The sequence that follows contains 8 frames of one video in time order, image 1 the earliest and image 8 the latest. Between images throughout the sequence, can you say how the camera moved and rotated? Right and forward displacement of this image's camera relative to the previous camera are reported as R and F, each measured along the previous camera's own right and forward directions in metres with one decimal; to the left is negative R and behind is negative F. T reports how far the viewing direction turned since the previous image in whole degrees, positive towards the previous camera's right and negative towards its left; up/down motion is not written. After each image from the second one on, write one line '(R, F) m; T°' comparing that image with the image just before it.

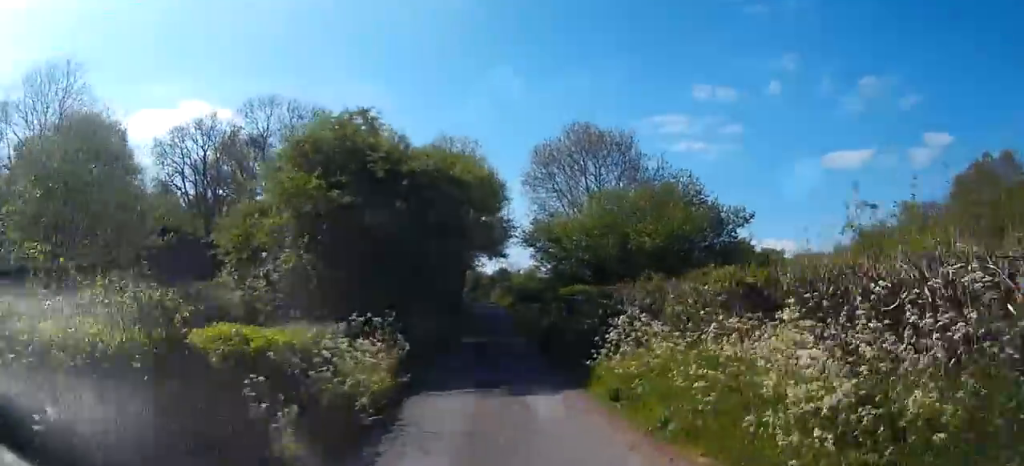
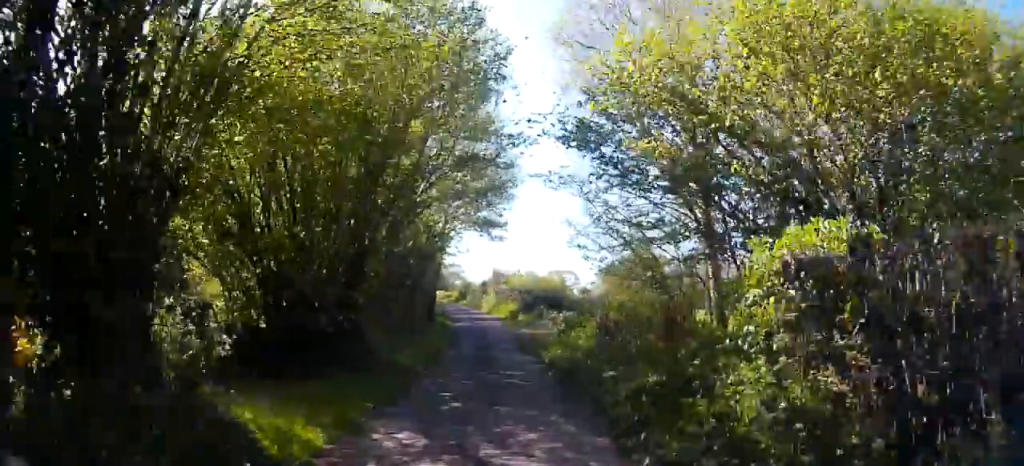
(+1.0, +18.8) m; +4°
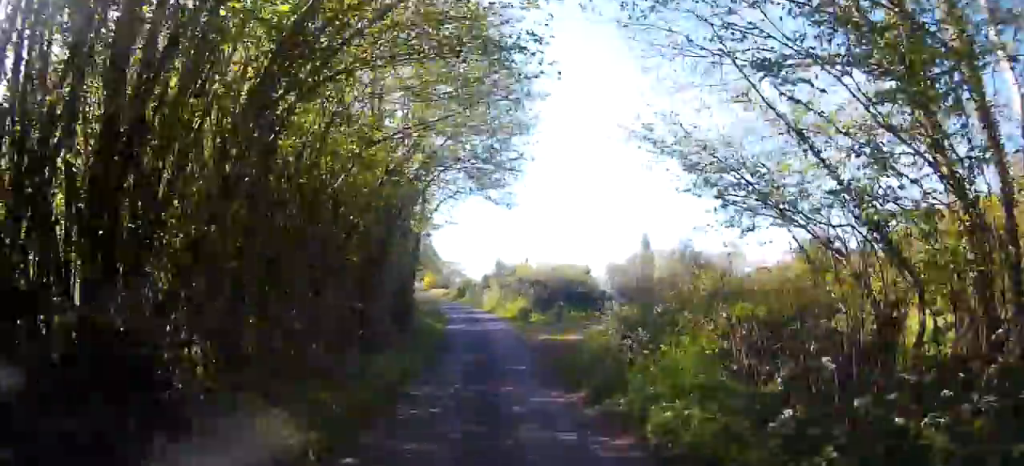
(0.0, +9.9) m; -3°
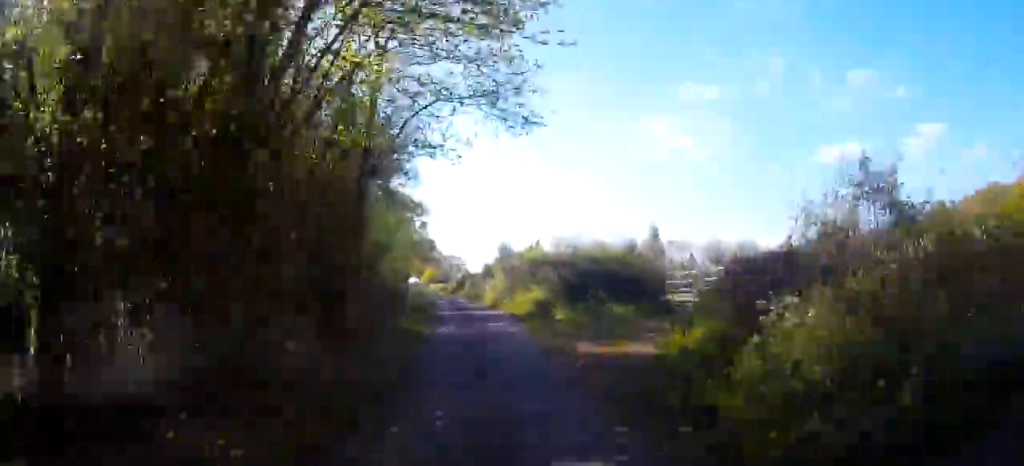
(-0.6, +9.4) m; -2°
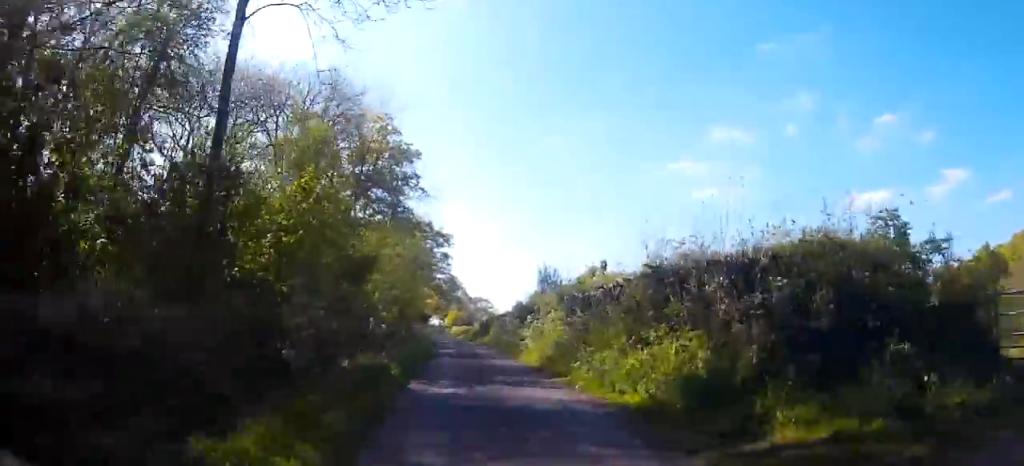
(+0.2, +14.2) m; -1°
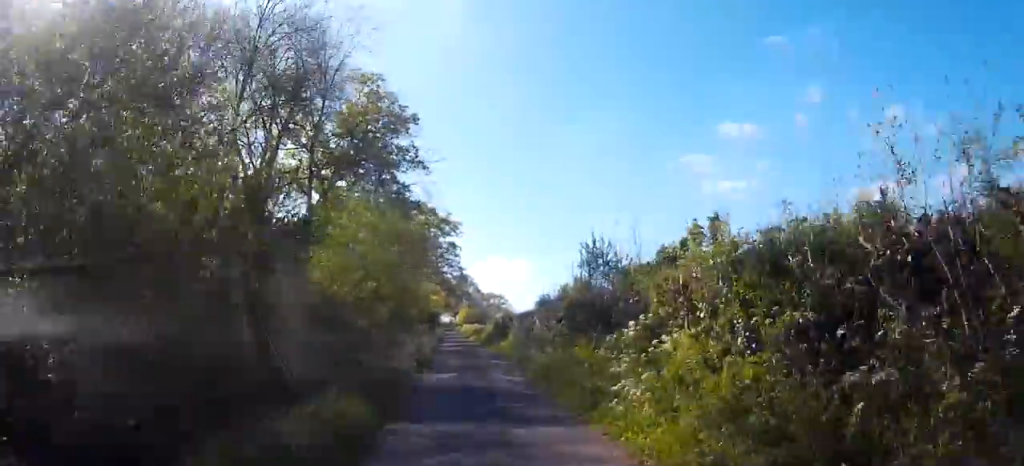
(-0.3, +11.5) m; -2°
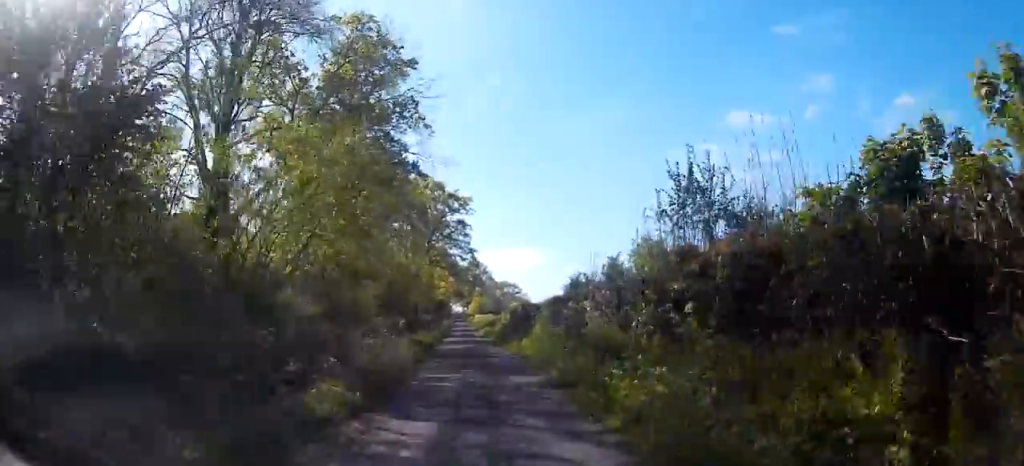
(-0.2, +9.3) m; 0°
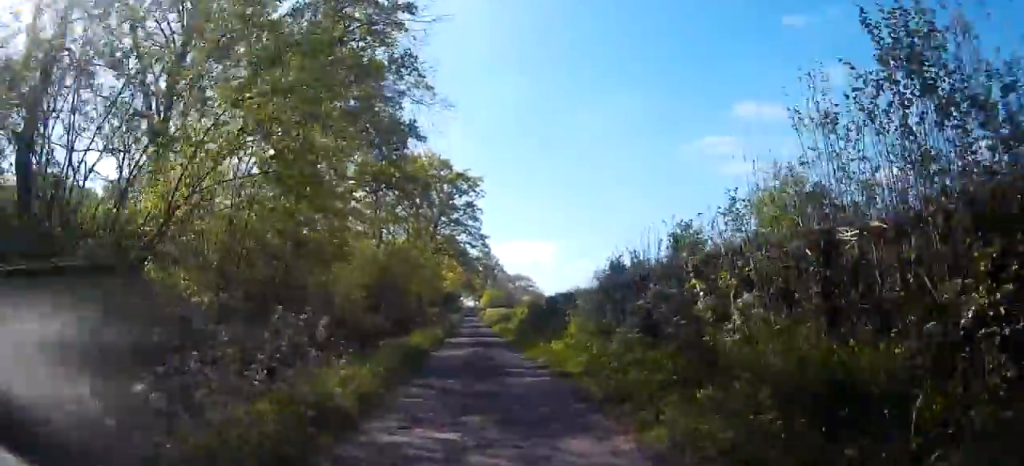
(+0.2, +7.1) m; +1°
